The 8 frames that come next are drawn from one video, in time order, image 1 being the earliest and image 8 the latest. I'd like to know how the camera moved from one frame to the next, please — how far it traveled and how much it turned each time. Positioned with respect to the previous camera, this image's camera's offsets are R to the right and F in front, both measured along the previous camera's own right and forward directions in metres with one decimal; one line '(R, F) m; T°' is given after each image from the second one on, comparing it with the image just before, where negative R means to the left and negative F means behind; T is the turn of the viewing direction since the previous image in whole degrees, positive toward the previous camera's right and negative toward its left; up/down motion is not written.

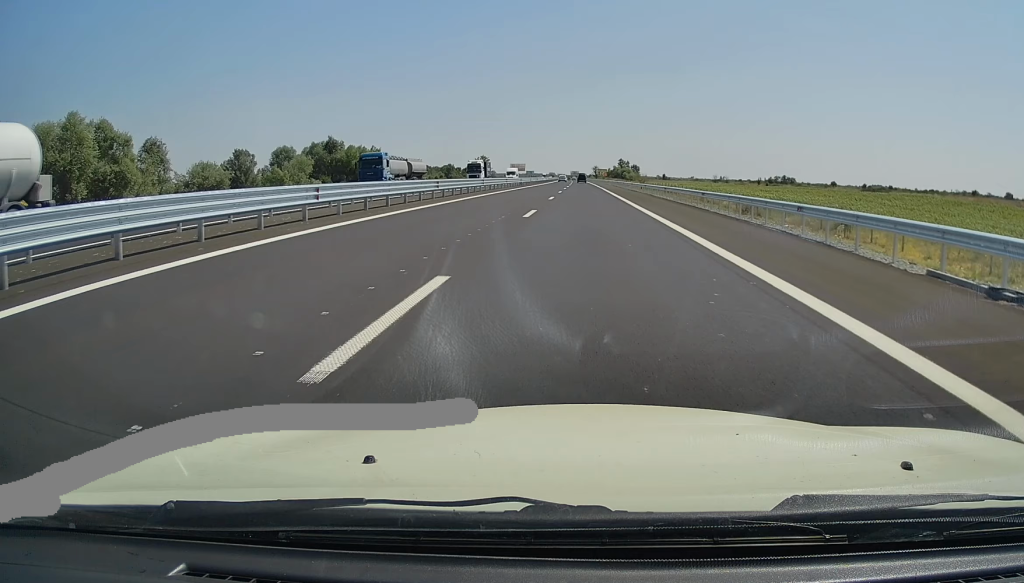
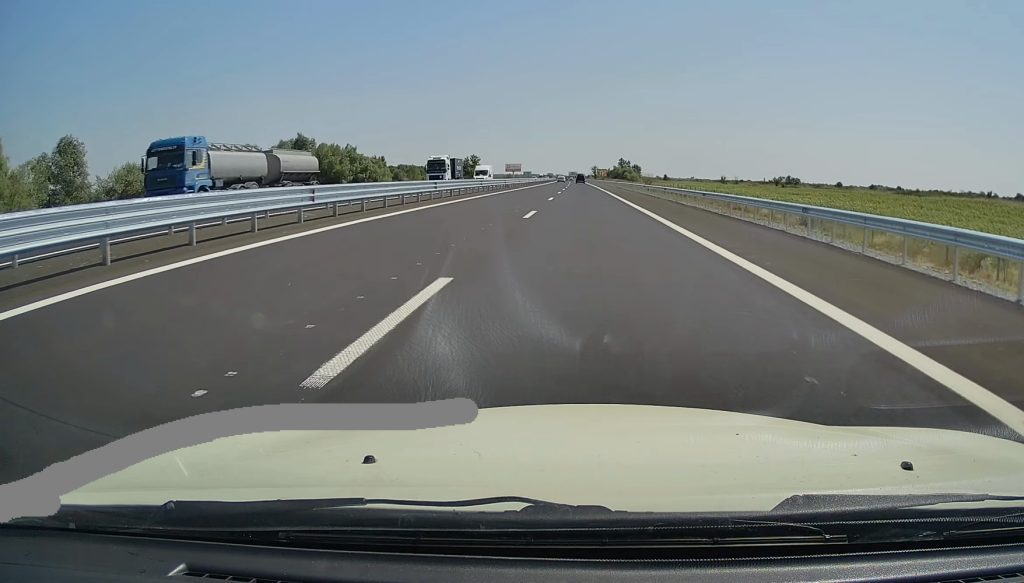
(+0.1, +16.4) m; 0°
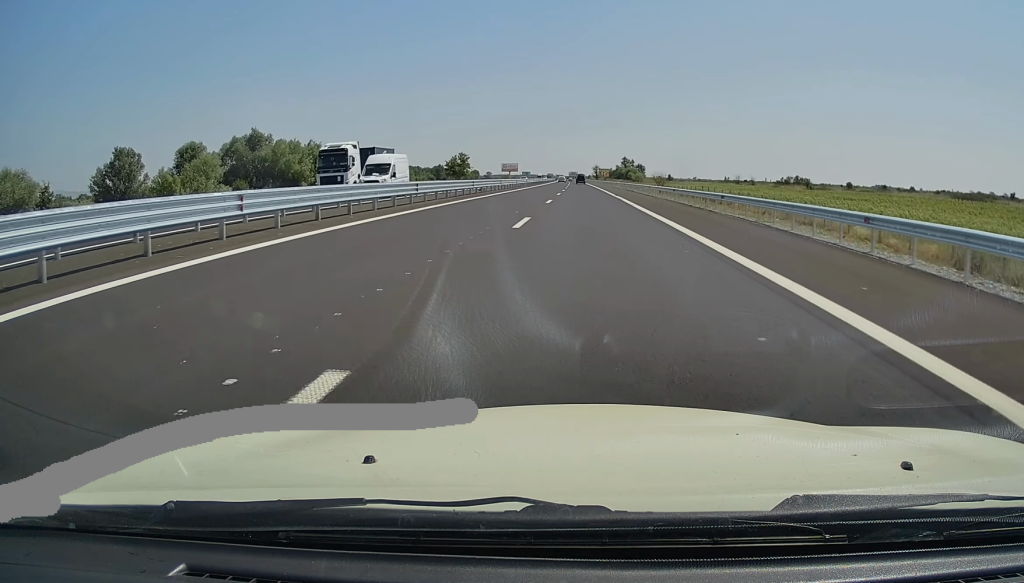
(0.0, +20.2) m; 0°
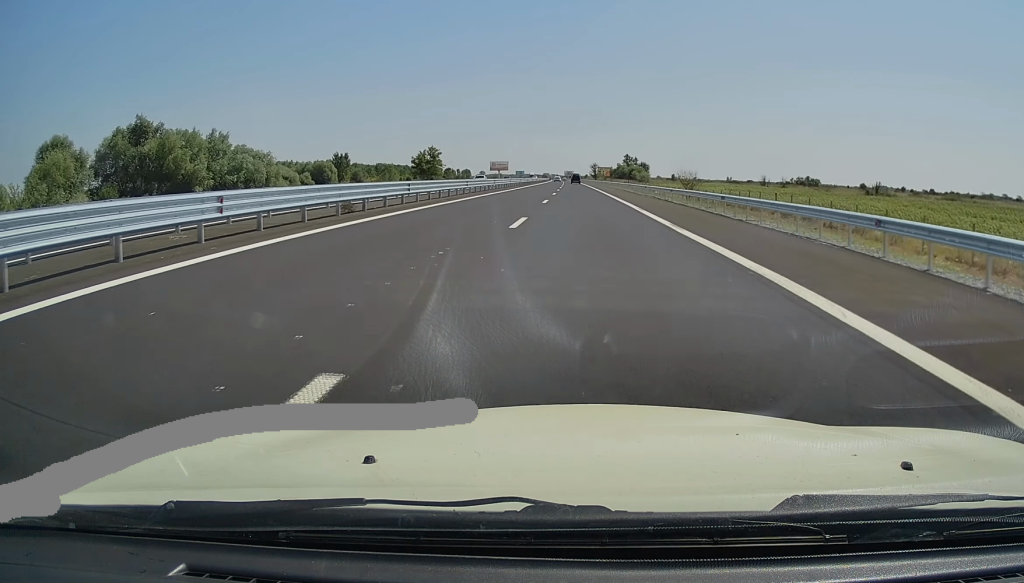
(0.0, +32.6) m; 0°
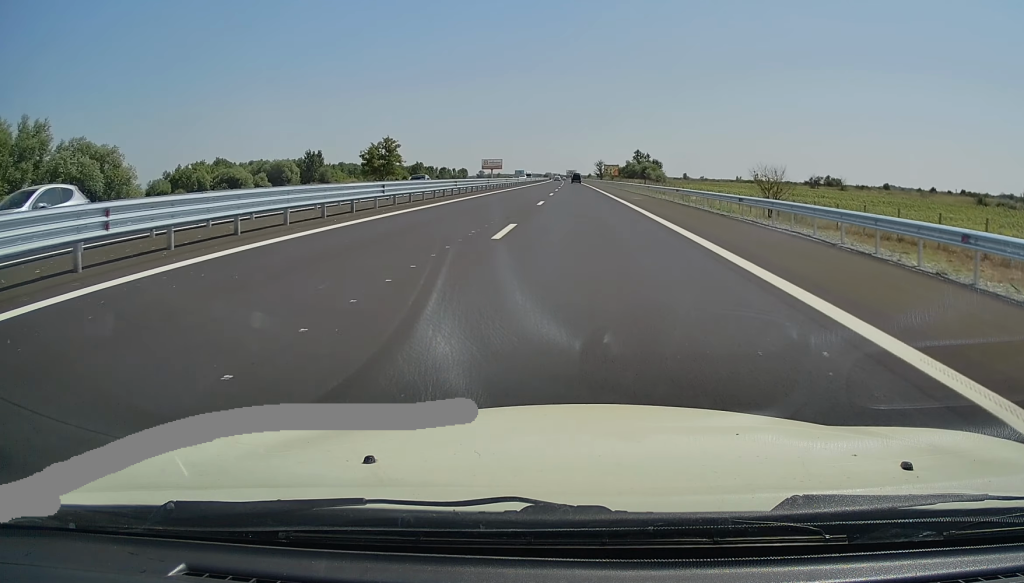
(0.0, +35.4) m; 0°
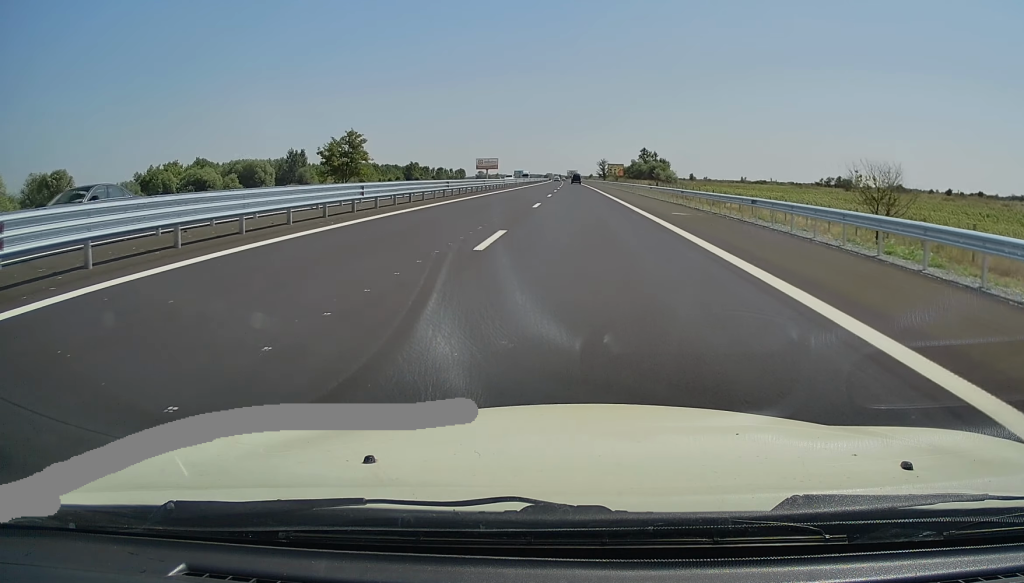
(0.0, +18.2) m; 0°
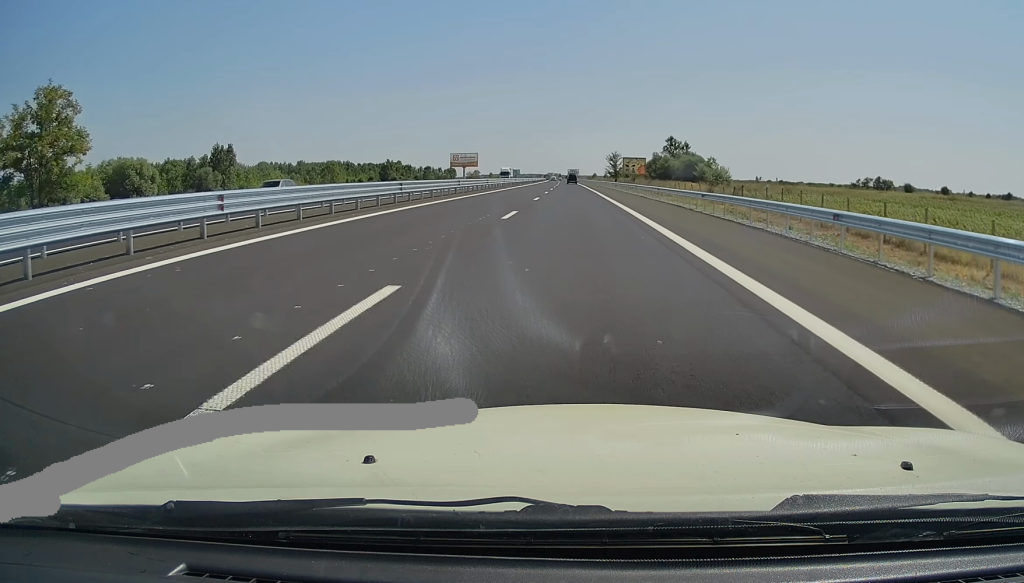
(-0.1, +56.8) m; -1°
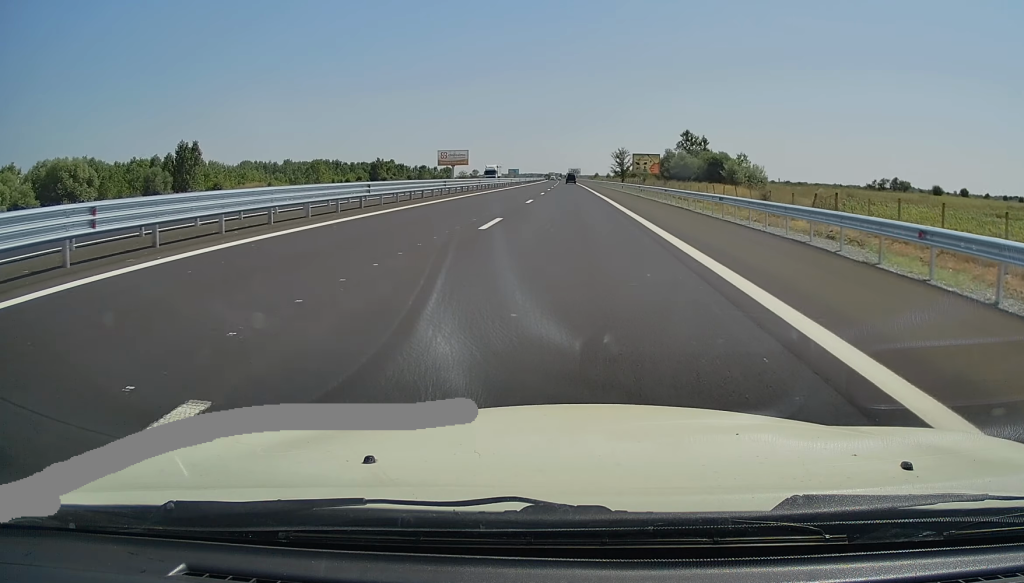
(-0.3, +20.3) m; 0°
